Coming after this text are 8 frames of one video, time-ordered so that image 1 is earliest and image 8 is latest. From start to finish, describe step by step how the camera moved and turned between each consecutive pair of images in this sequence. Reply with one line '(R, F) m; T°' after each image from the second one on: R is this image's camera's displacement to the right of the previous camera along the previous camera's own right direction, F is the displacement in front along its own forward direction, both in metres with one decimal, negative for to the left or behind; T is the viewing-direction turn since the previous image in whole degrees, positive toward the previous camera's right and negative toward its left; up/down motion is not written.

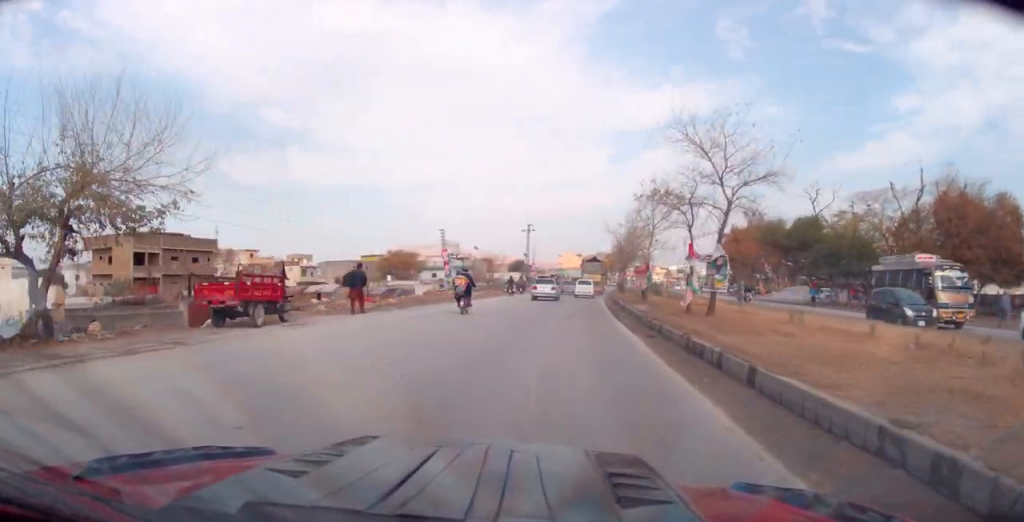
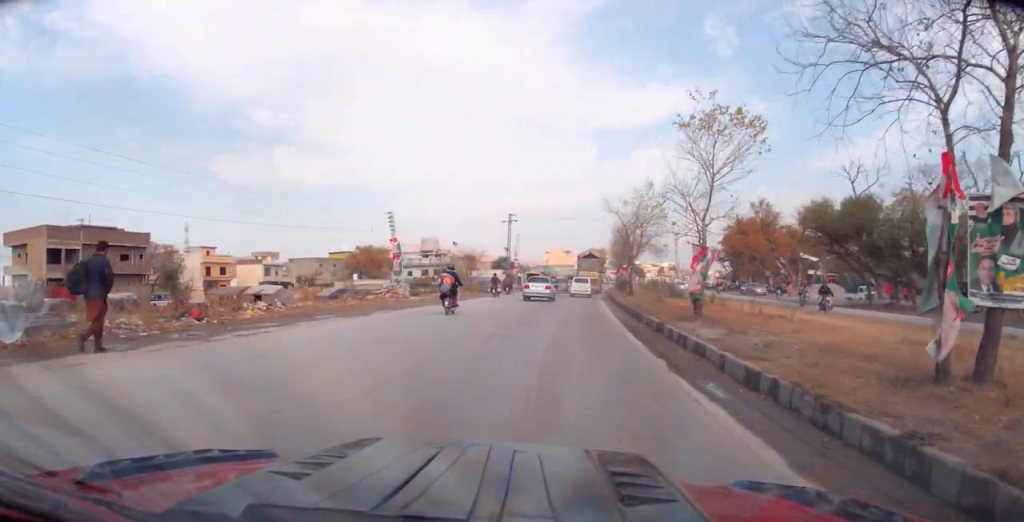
(+0.2, +14.1) m; +1°
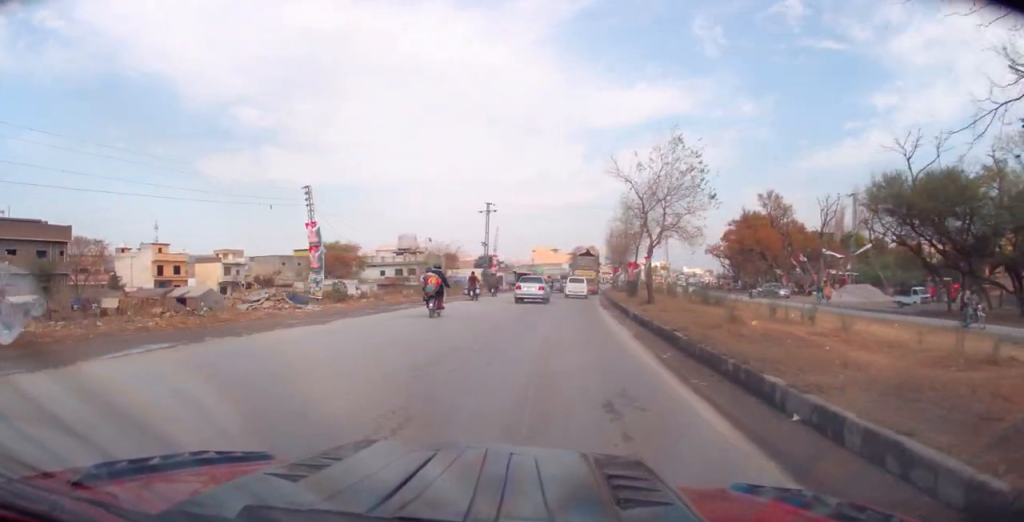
(0.0, +13.0) m; 0°
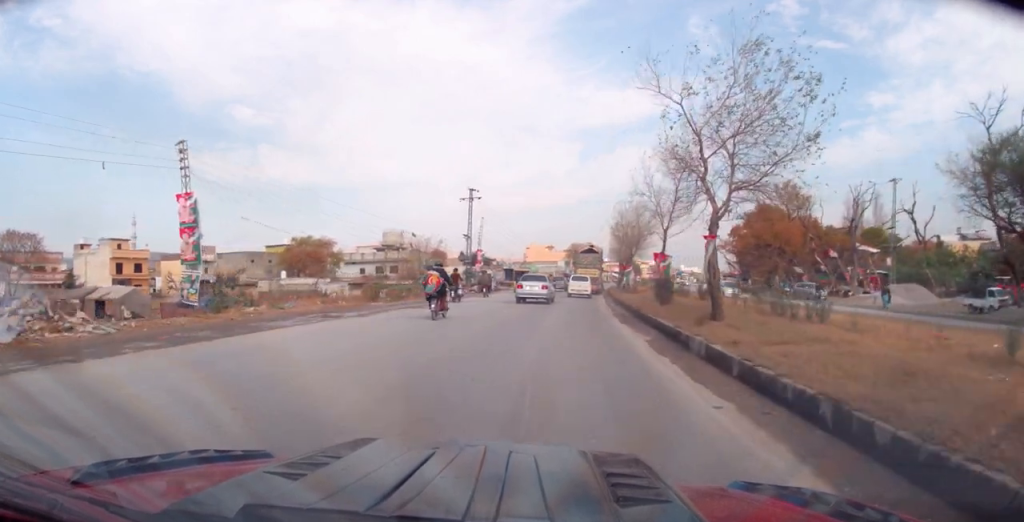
(-0.1, +11.9) m; 0°
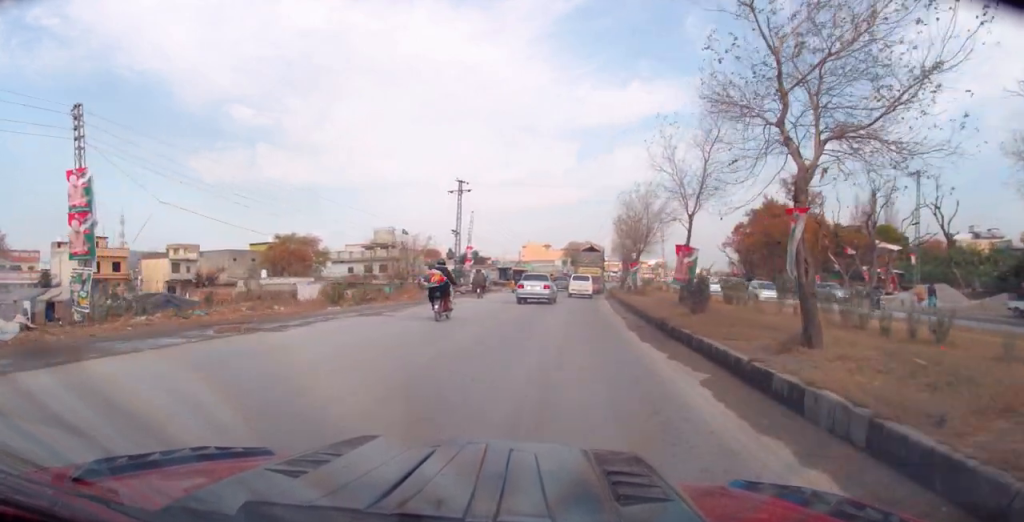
(+0.1, +5.7) m; +1°
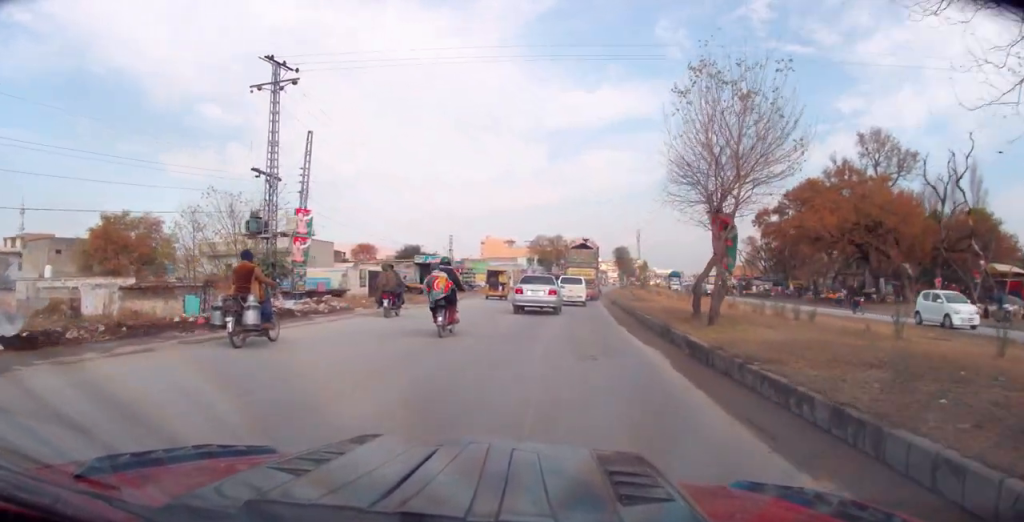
(+0.6, +36.6) m; +3°
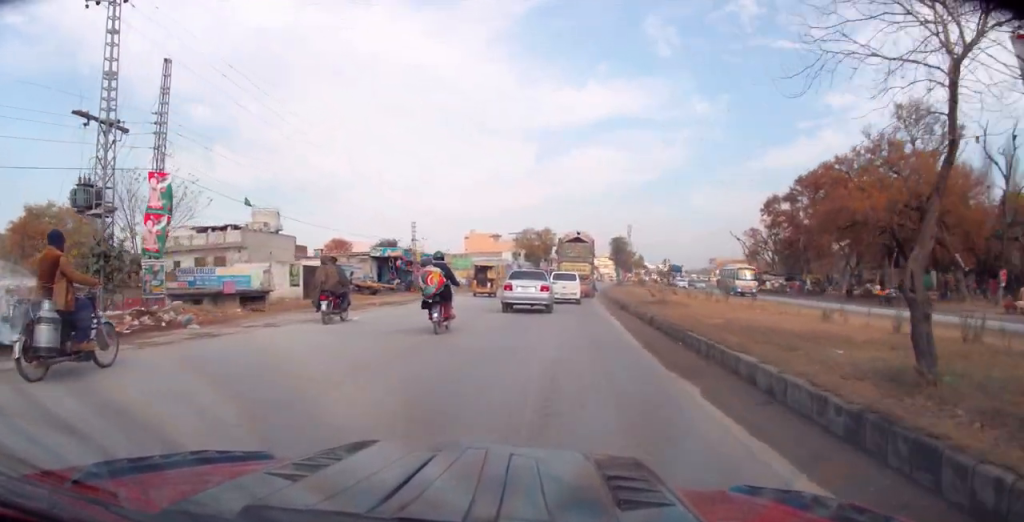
(+0.2, +10.4) m; +1°
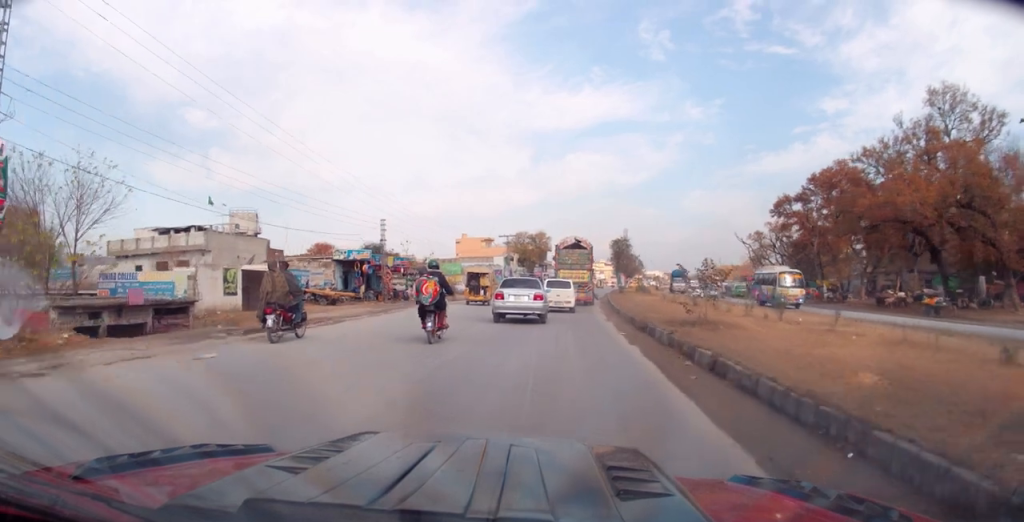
(0.0, +7.2) m; 0°
